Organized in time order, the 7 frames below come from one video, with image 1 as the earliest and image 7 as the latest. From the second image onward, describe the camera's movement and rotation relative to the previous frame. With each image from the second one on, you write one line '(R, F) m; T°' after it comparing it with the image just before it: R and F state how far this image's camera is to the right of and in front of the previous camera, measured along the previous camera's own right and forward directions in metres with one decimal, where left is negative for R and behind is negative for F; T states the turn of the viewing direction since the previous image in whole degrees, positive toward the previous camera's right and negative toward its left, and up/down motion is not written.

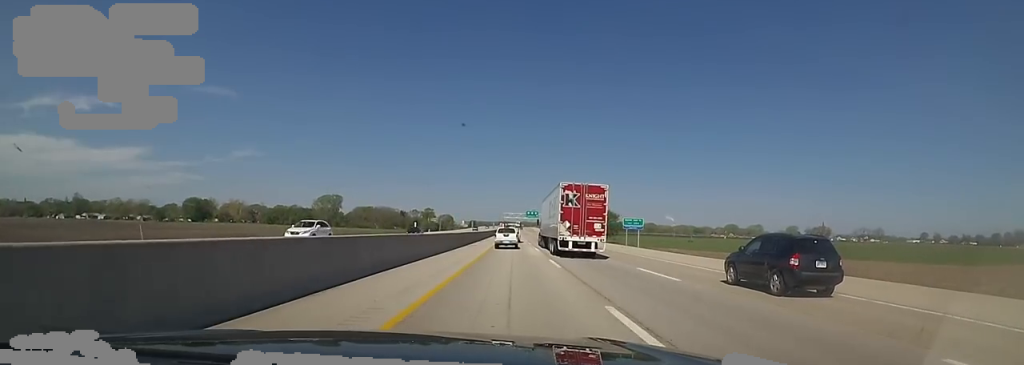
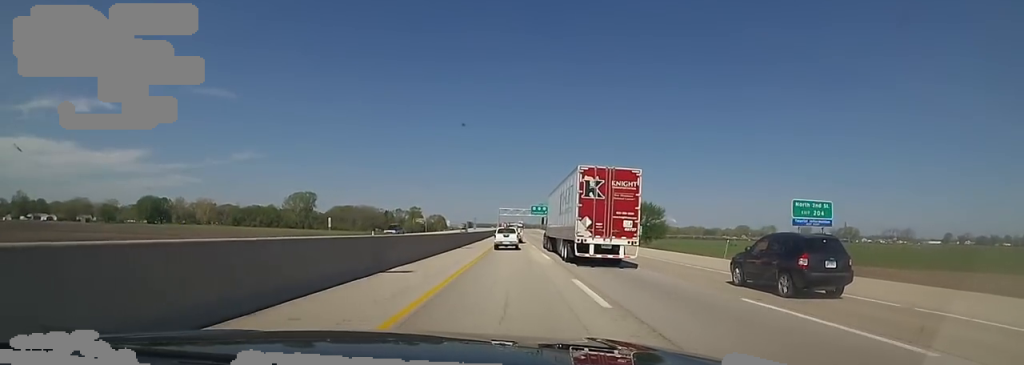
(0.0, +55.3) m; 0°
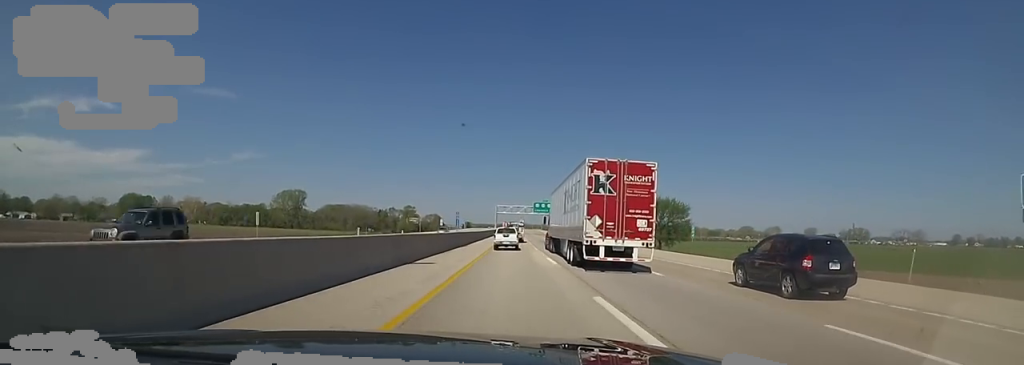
(0.0, +18.5) m; +1°
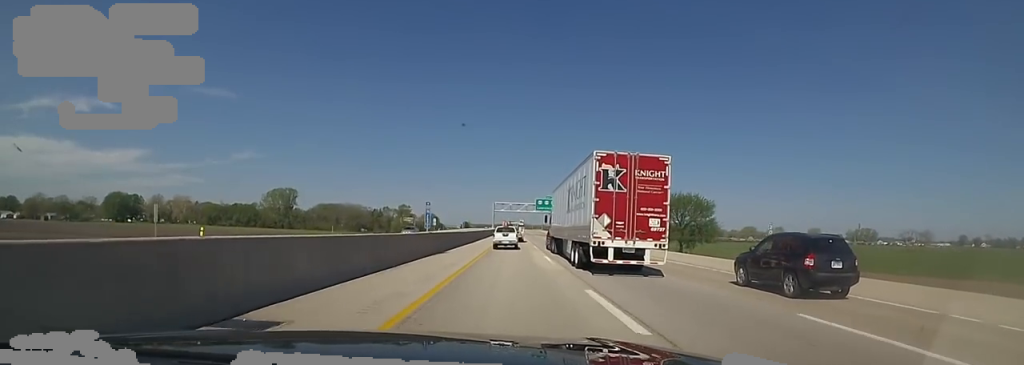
(-0.2, +14.1) m; +1°
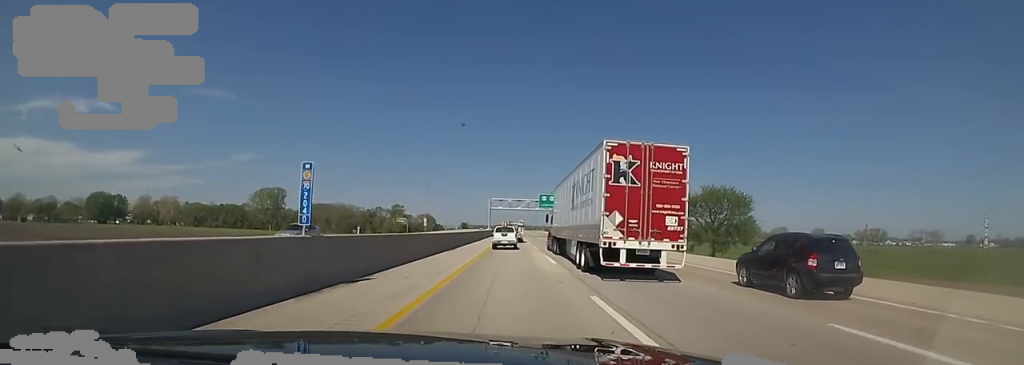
(+0.2, +16.2) m; +1°
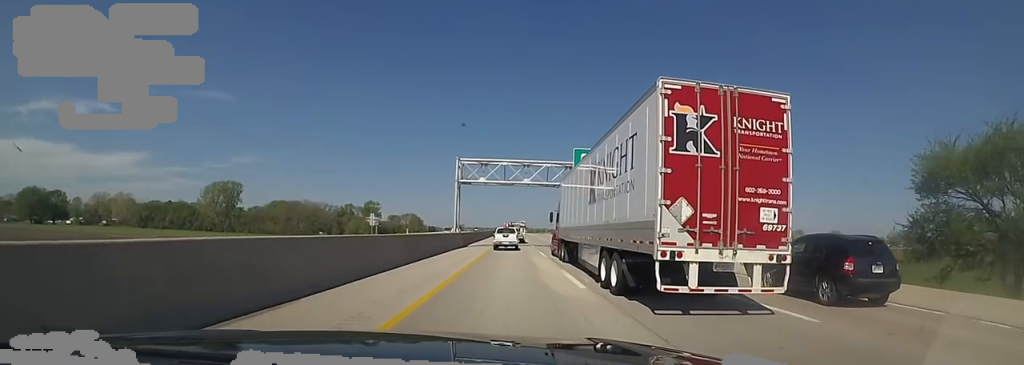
(-0.2, +53.9) m; -2°
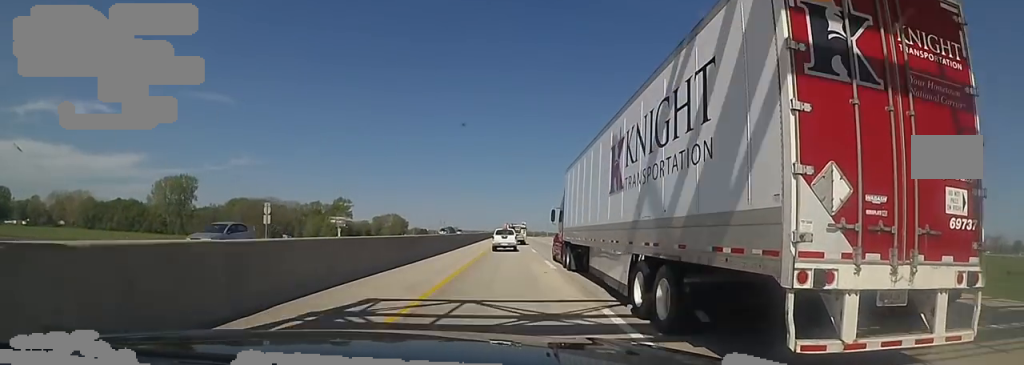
(-0.2, +38.8) m; 0°
